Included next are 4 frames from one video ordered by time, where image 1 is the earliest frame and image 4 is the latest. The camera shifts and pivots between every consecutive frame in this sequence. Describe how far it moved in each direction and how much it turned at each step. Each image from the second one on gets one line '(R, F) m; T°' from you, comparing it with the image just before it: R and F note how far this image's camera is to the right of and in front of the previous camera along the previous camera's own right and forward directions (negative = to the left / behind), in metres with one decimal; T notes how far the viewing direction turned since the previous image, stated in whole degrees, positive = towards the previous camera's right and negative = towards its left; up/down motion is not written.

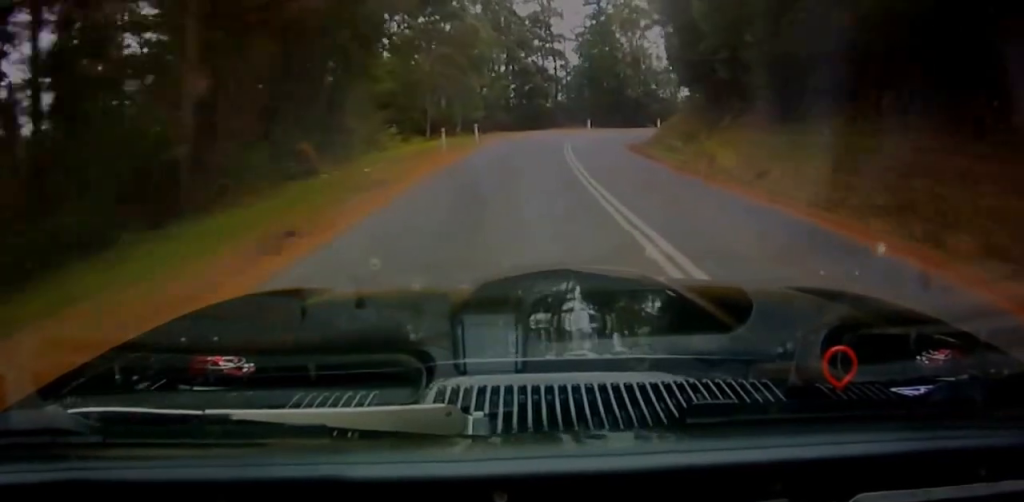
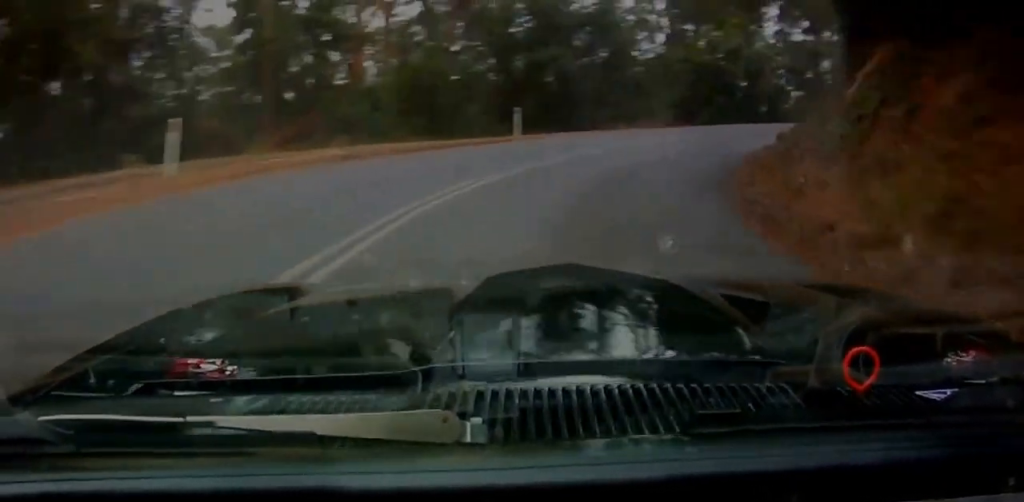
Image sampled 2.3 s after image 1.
(+4.9, +67.1) m; +33°
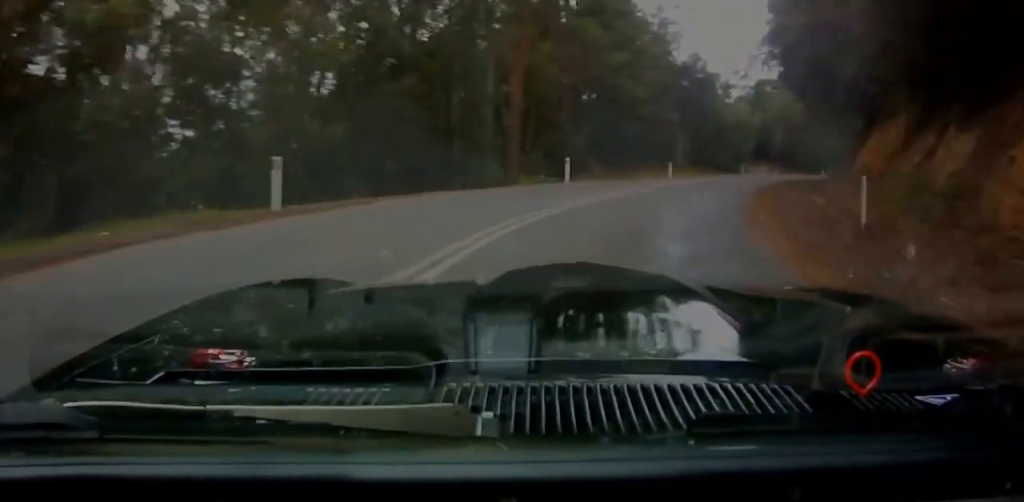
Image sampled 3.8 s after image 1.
(+17.6, +24.2) m; +64°
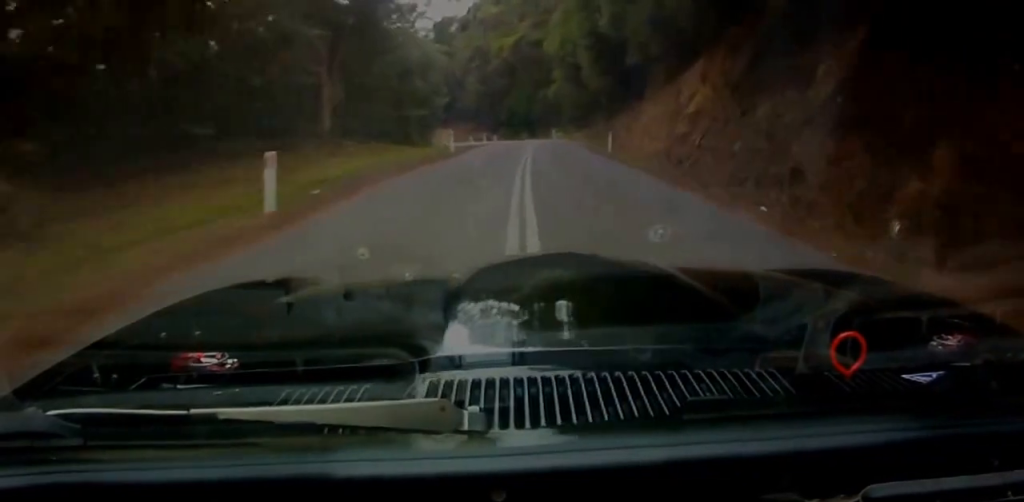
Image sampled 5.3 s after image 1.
(+12.9, +27.6) m; +37°
